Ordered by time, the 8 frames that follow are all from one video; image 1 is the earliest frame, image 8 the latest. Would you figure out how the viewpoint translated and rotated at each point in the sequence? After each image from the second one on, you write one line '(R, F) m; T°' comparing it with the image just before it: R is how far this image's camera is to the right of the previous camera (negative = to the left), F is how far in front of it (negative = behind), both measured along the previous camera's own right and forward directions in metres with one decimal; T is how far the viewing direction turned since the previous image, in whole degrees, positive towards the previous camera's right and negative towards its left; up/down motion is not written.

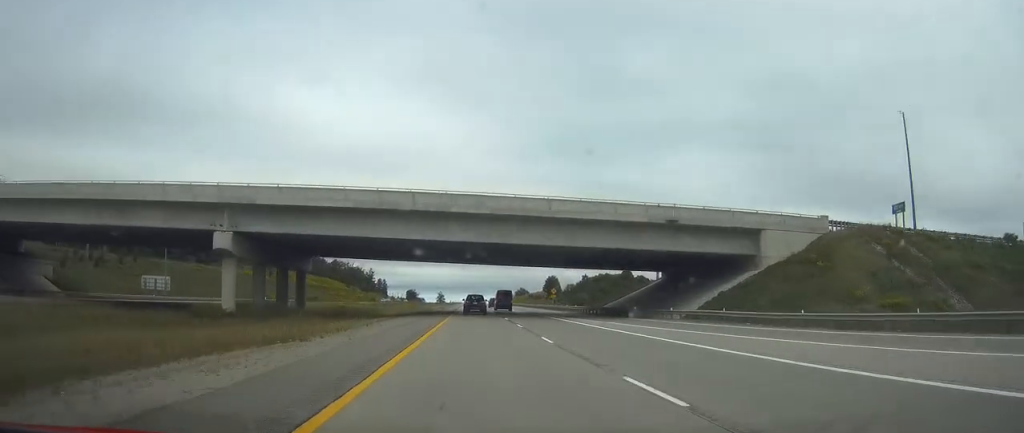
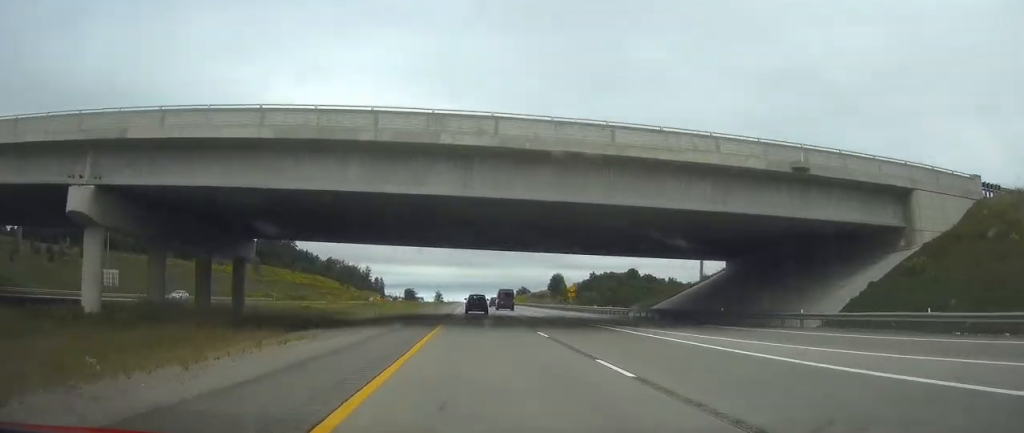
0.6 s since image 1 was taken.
(0.0, +21.4) m; 0°
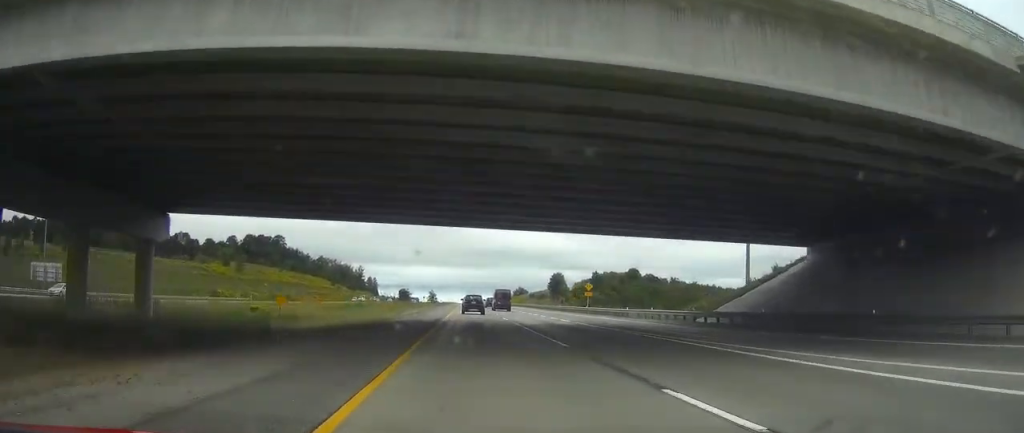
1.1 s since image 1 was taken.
(+0.1, +16.9) m; 0°
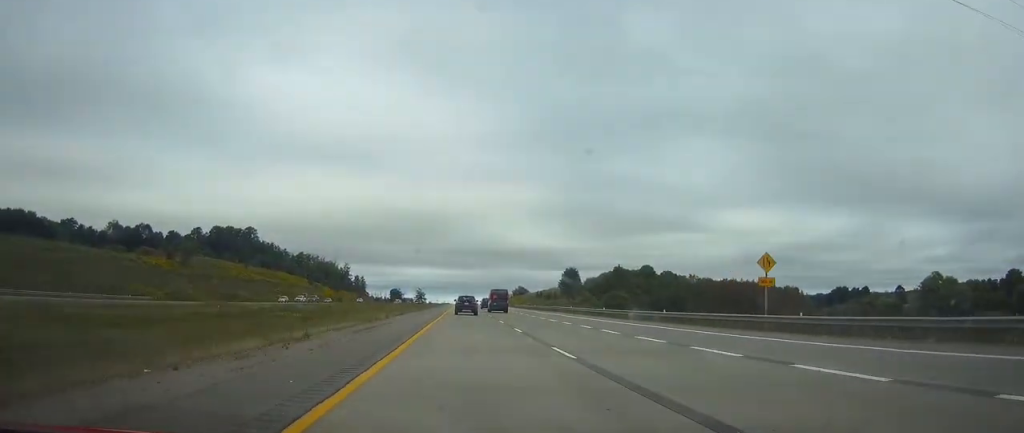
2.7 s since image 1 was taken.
(+0.1, +52.0) m; 0°
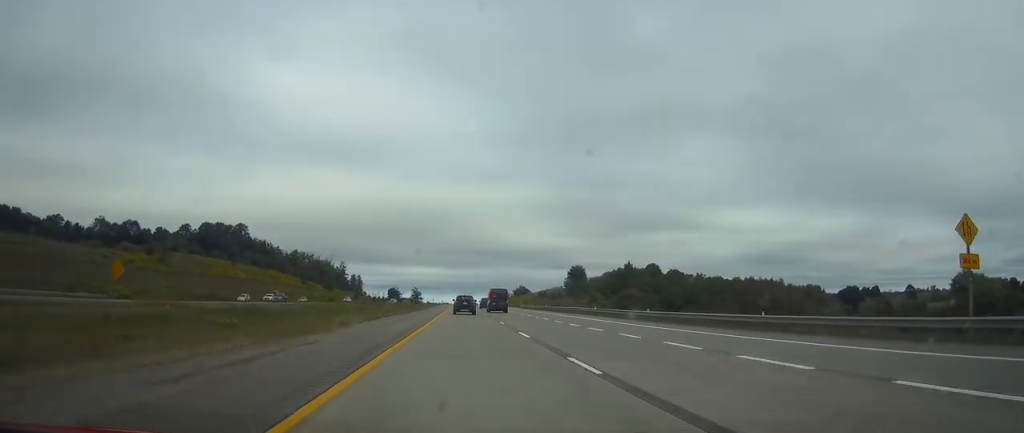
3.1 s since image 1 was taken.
(0.0, +15.8) m; 0°
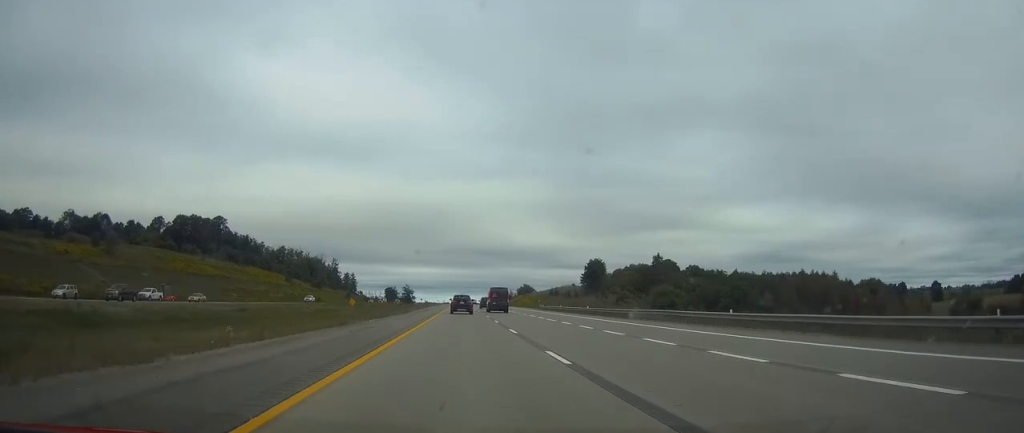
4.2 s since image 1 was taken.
(+0.1, +35.0) m; 0°
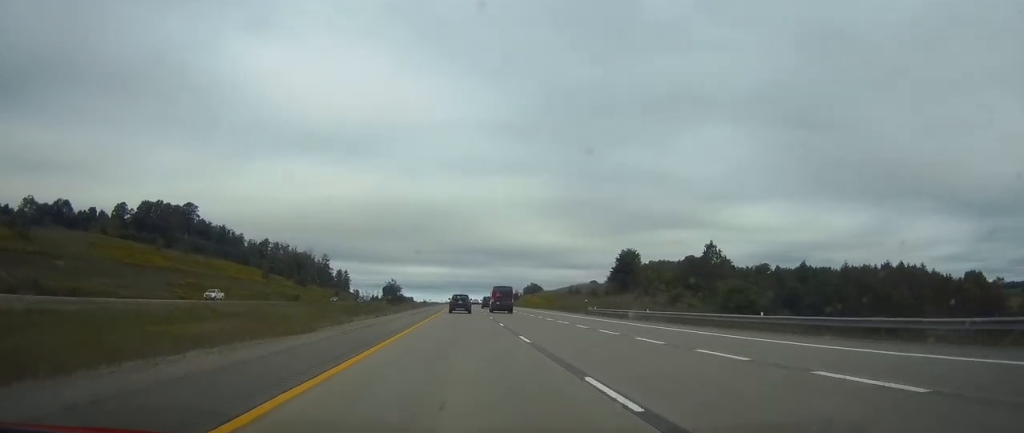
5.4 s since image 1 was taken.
(0.0, +41.9) m; 0°
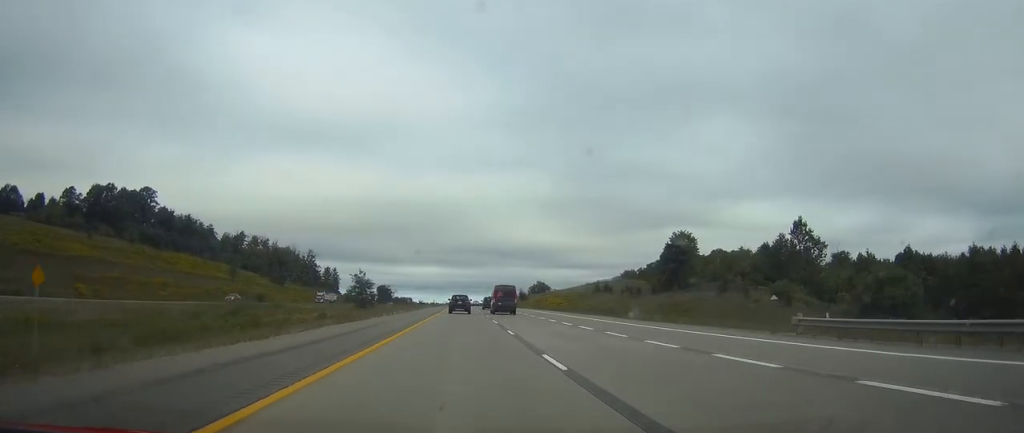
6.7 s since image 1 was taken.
(0.0, +44.3) m; 0°
